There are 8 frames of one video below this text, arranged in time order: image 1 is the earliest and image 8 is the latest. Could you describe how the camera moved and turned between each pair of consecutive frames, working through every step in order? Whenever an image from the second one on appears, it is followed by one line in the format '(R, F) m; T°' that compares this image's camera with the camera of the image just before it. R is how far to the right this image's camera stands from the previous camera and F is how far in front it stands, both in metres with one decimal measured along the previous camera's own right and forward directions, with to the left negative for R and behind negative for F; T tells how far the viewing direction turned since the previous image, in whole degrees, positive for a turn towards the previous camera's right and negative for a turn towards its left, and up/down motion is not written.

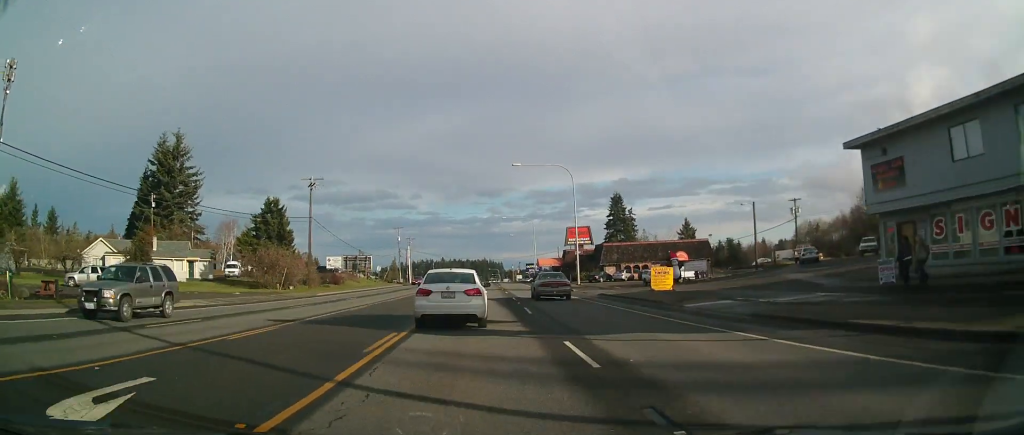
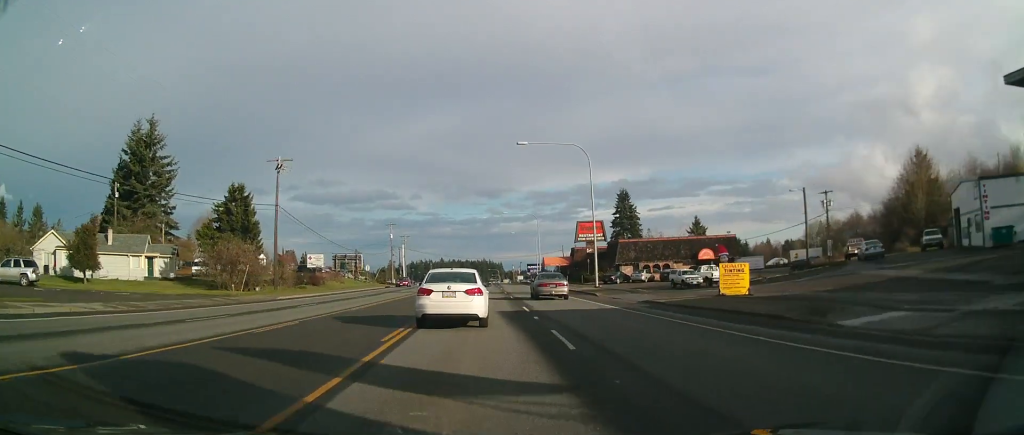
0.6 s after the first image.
(+0.2, +10.7) m; +1°
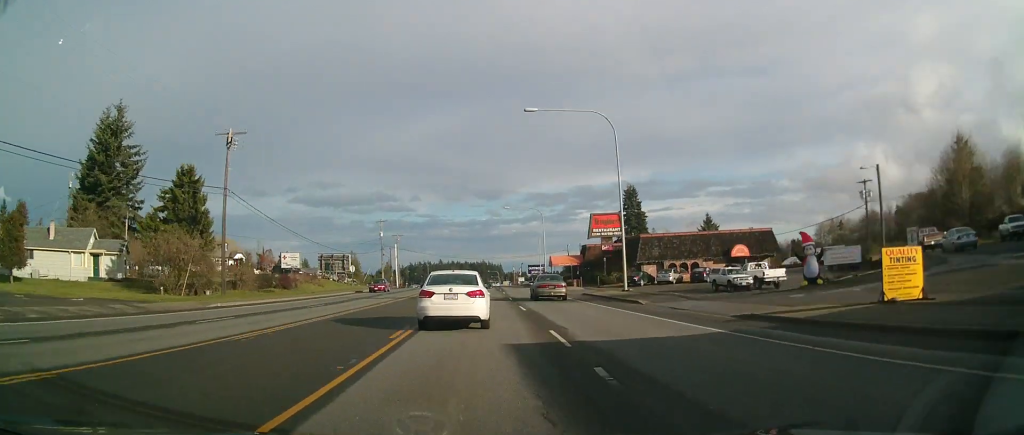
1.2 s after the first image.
(-0.1, +11.2) m; 0°
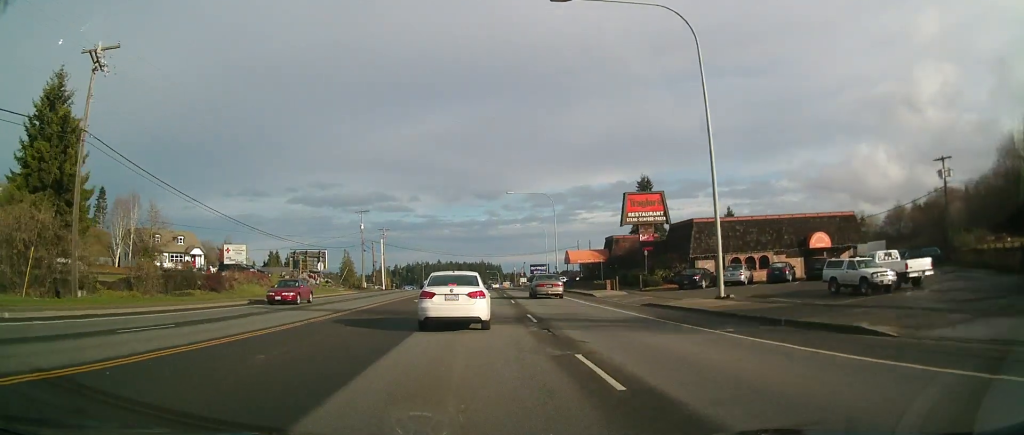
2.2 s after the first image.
(0.0, +17.6) m; 0°
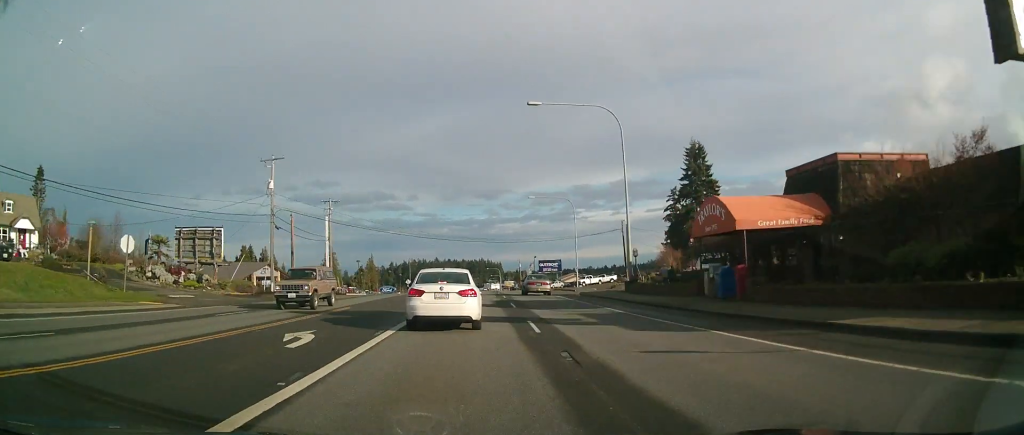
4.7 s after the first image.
(-0.1, +42.4) m; +1°
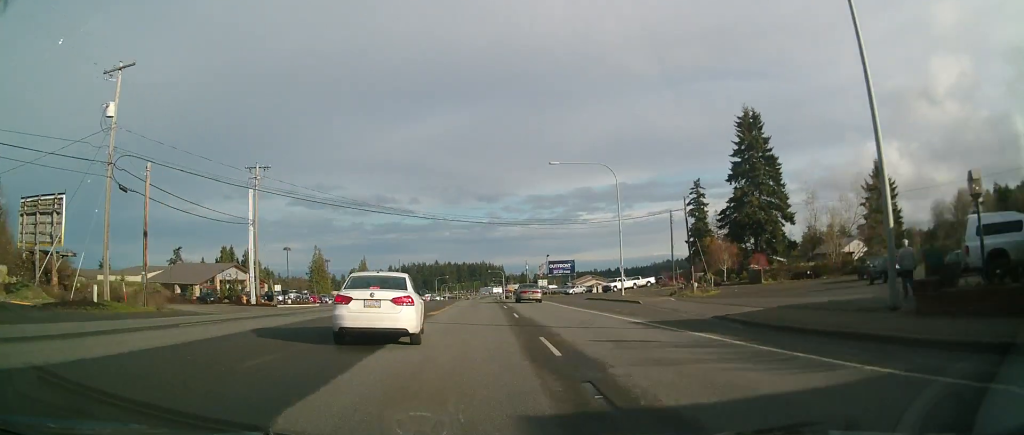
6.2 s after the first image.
(+0.1, +26.9) m; -1°
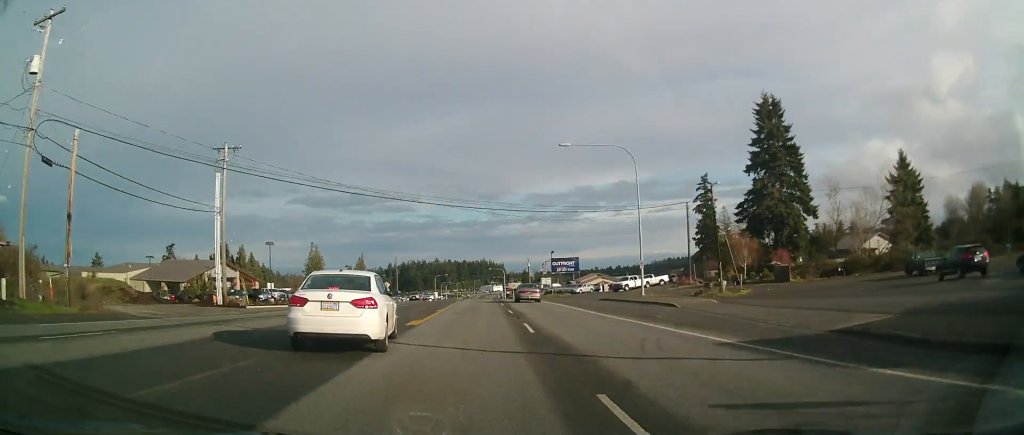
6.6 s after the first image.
(-0.1, +6.9) m; 0°
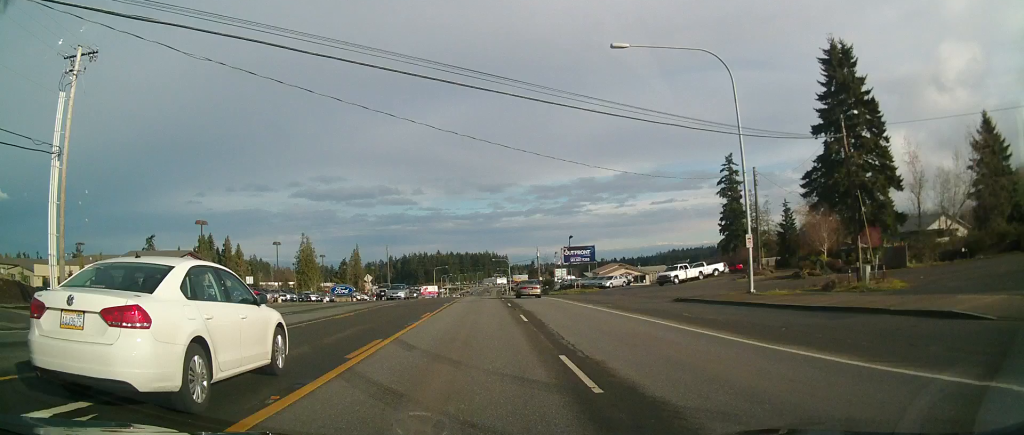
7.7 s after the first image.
(+0.1, +19.7) m; +1°
